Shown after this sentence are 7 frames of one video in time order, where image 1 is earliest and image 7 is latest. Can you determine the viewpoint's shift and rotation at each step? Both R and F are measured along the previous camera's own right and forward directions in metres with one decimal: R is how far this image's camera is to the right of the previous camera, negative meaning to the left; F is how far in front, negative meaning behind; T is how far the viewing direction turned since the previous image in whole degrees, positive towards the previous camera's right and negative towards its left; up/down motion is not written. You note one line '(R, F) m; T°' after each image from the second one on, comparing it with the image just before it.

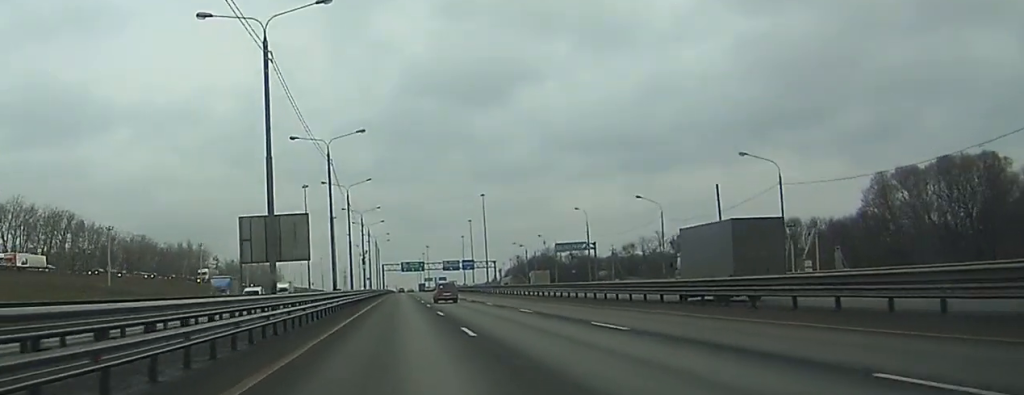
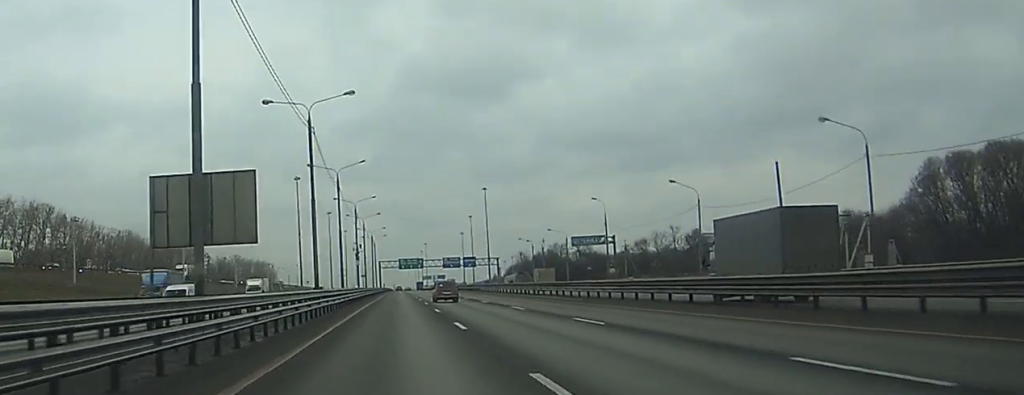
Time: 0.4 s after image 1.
(+0.1, +13.5) m; 0°
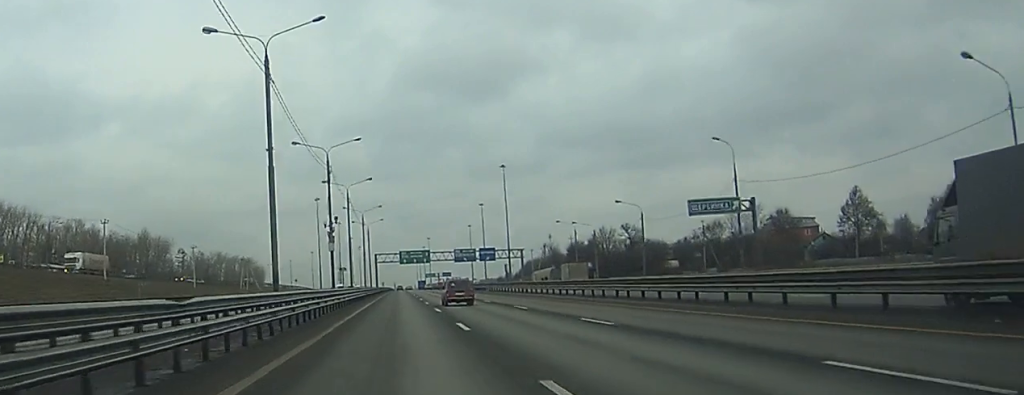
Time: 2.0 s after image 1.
(-0.2, +48.8) m; 0°
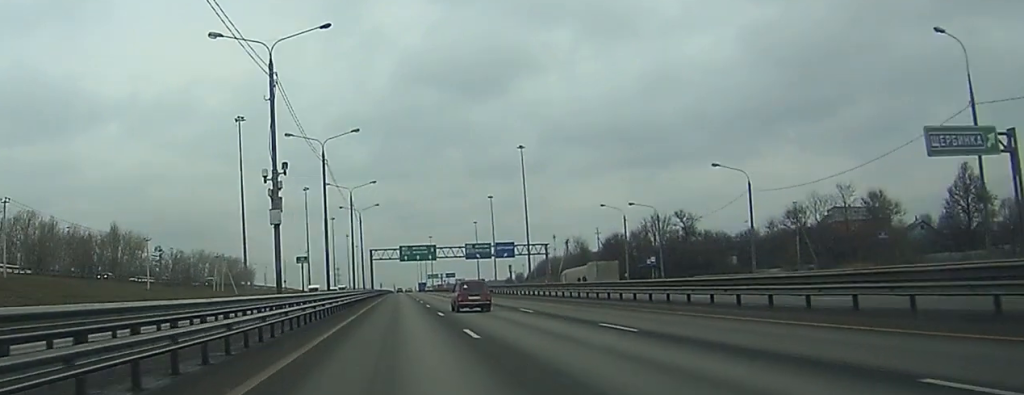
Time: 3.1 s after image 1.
(+0.2, +34.3) m; 0°
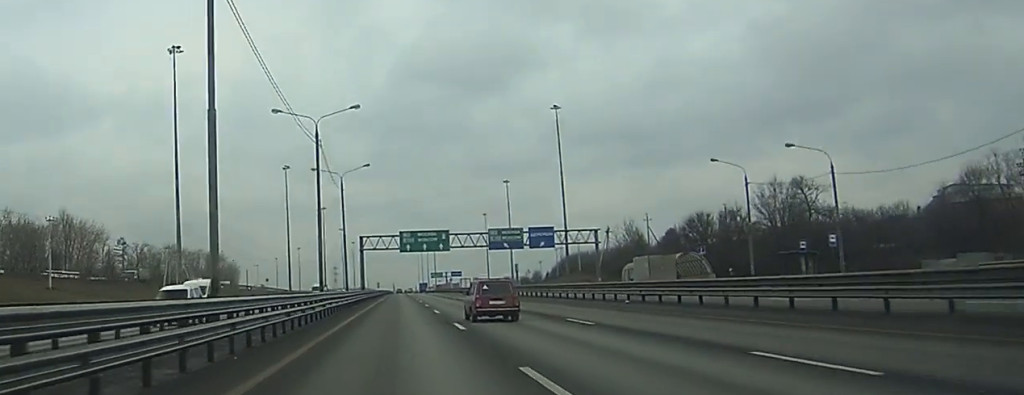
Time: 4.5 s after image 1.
(+0.1, +43.6) m; 0°
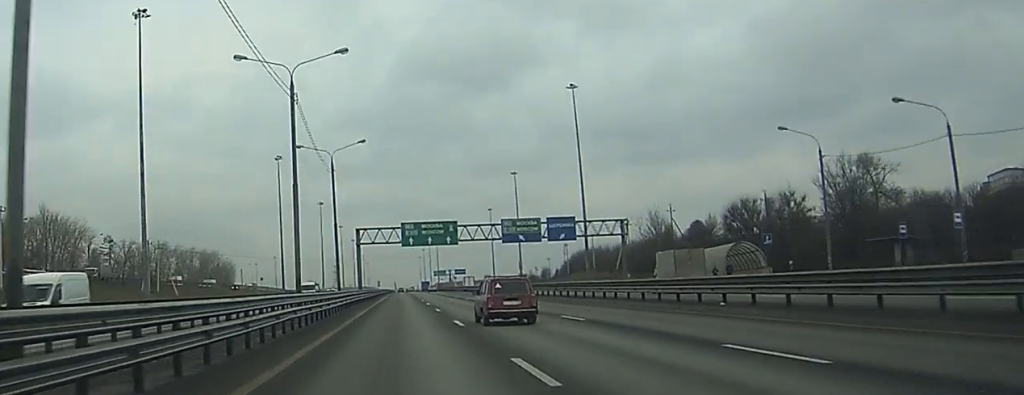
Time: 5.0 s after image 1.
(0.0, +14.5) m; 0°
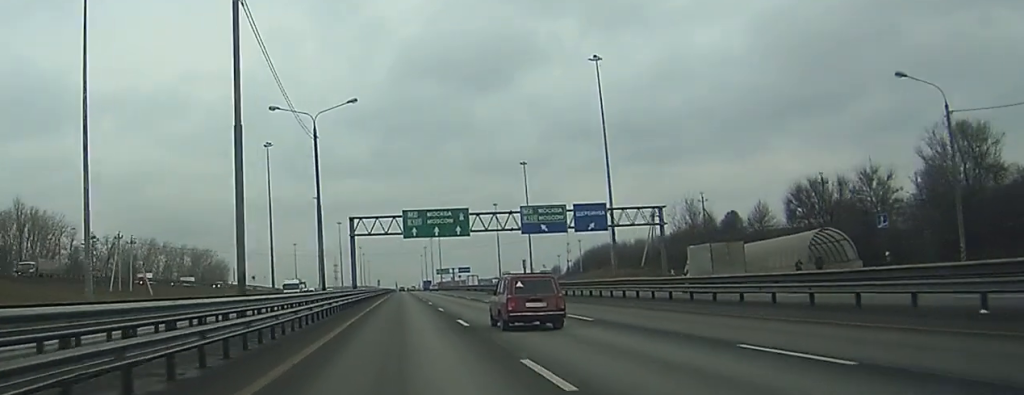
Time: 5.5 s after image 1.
(0.0, +16.6) m; 0°
